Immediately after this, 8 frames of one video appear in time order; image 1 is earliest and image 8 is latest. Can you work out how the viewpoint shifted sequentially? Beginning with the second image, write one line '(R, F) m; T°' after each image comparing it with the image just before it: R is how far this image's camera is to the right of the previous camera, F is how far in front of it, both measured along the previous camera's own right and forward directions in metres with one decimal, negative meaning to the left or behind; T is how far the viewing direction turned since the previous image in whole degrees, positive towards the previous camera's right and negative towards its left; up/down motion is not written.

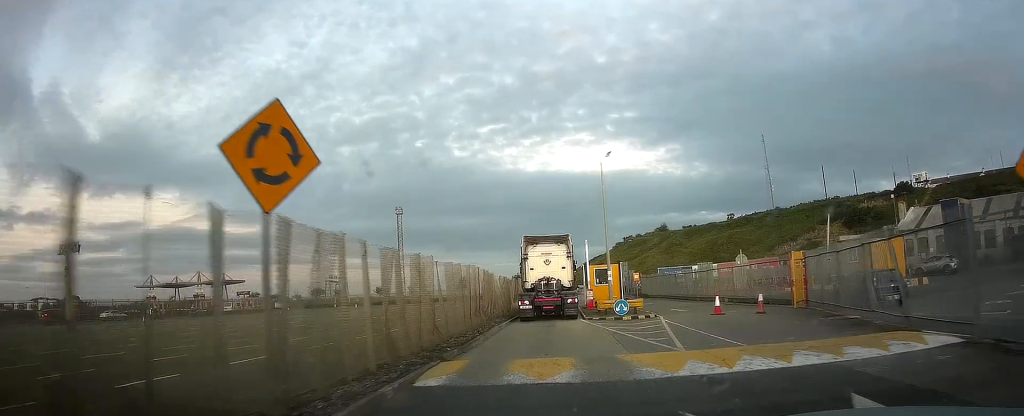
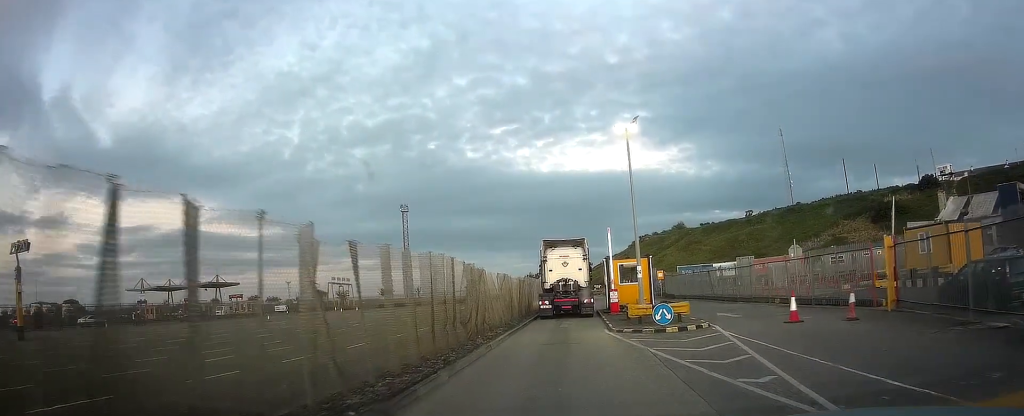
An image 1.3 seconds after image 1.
(-0.3, +7.2) m; -2°
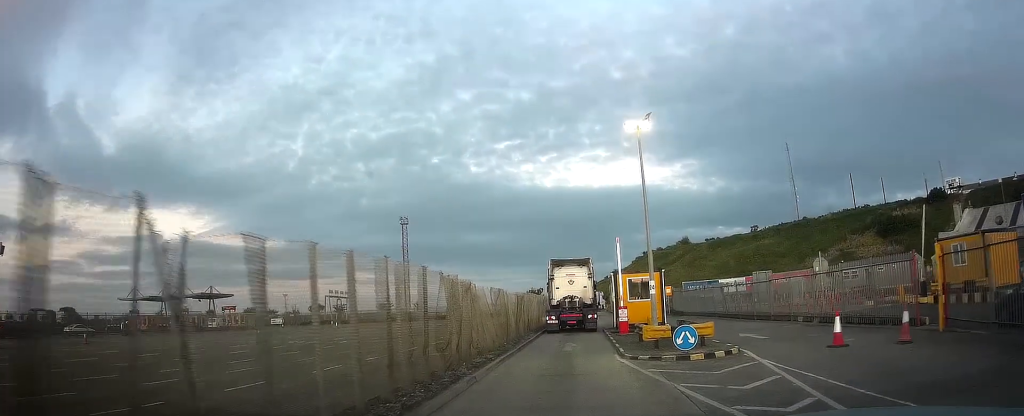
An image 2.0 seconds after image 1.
(0.0, +3.2) m; +2°
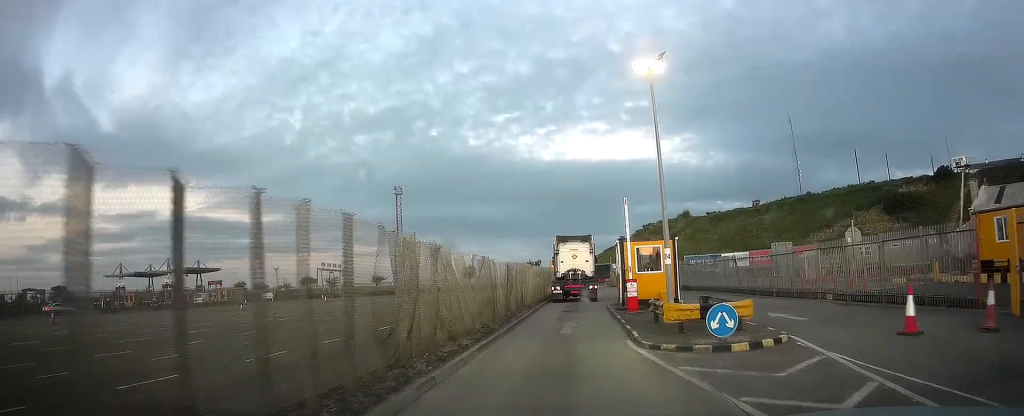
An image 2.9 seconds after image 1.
(+0.2, +4.1) m; +3°
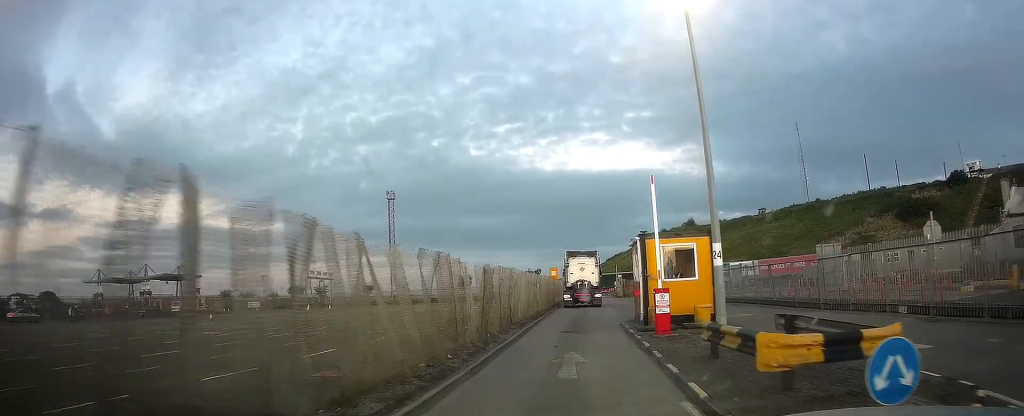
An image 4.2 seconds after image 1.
(0.0, +6.5) m; 0°
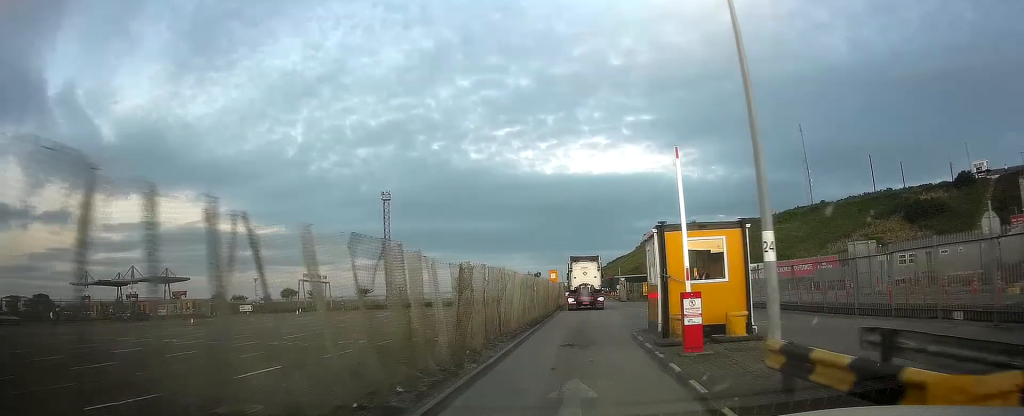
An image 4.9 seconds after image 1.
(0.0, +3.2) m; 0°
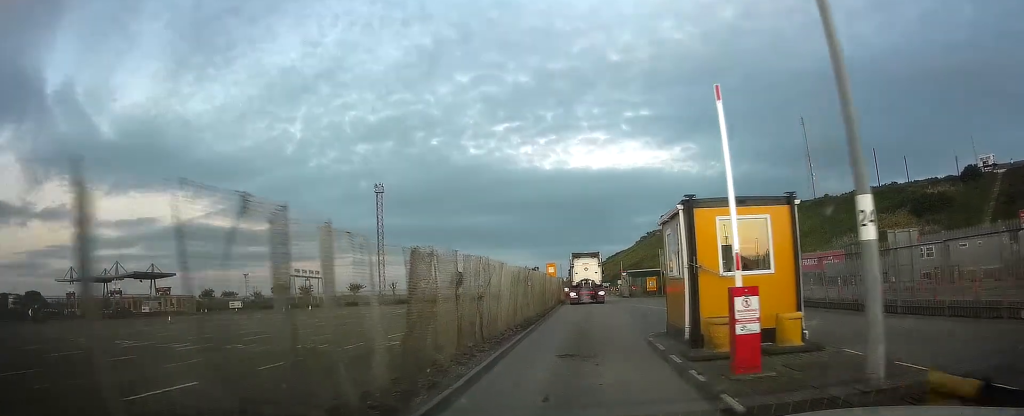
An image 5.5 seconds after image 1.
(0.0, +3.3) m; 0°
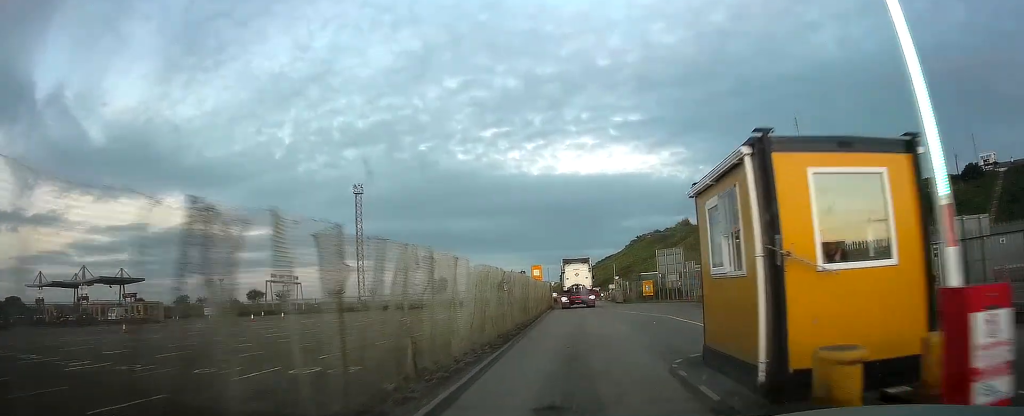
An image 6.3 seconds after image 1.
(0.0, +4.8) m; 0°
